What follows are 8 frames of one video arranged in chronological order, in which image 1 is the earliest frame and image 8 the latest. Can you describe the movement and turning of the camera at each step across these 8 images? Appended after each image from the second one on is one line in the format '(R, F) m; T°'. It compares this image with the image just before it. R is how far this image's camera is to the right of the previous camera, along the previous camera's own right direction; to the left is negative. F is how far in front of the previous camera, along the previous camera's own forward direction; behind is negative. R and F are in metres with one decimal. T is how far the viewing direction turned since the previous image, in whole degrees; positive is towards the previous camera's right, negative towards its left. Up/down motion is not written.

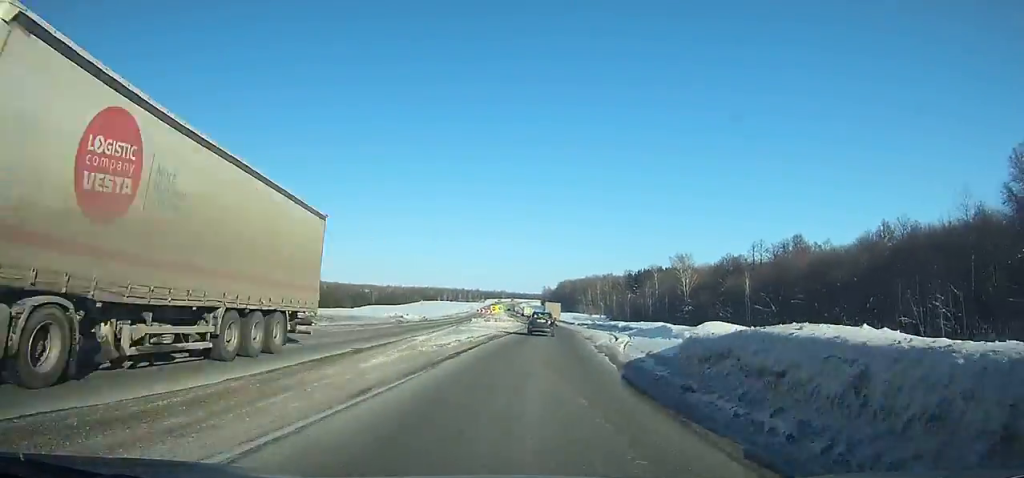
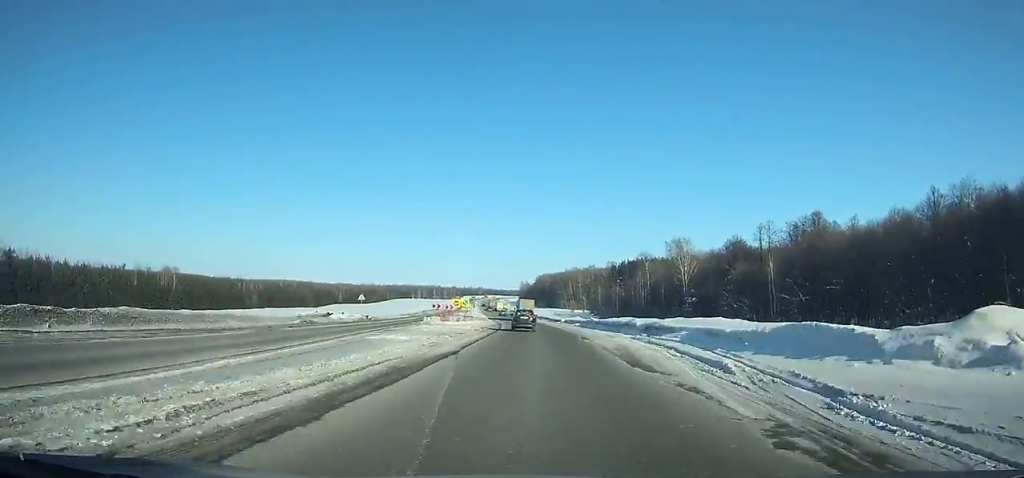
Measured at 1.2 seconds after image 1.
(0.0, +24.3) m; +1°
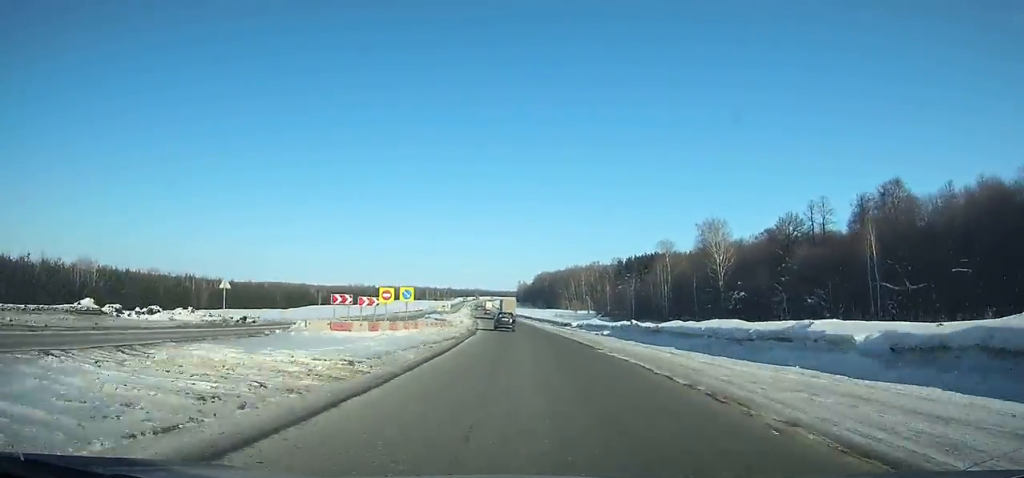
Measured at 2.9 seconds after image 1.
(+0.8, +34.9) m; 0°
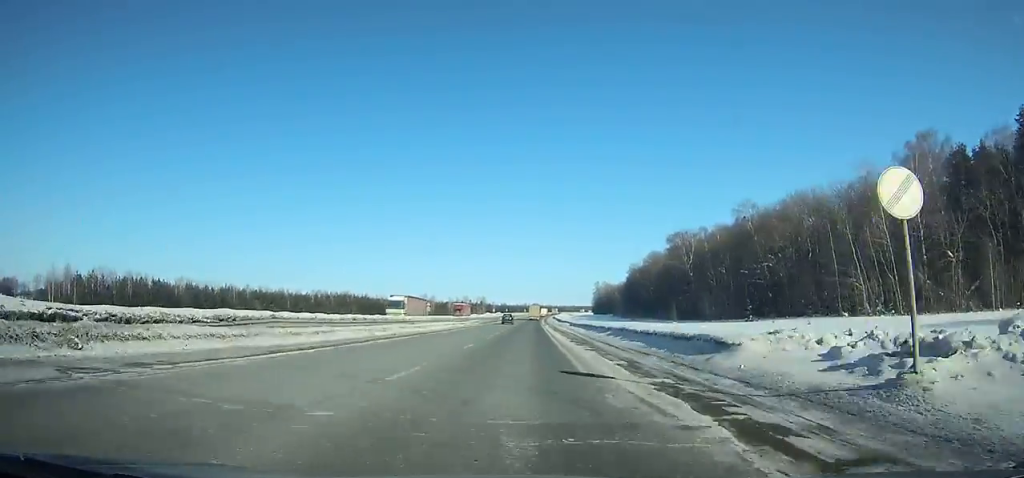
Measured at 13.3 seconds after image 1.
(-7.7, +224.2) m; -3°
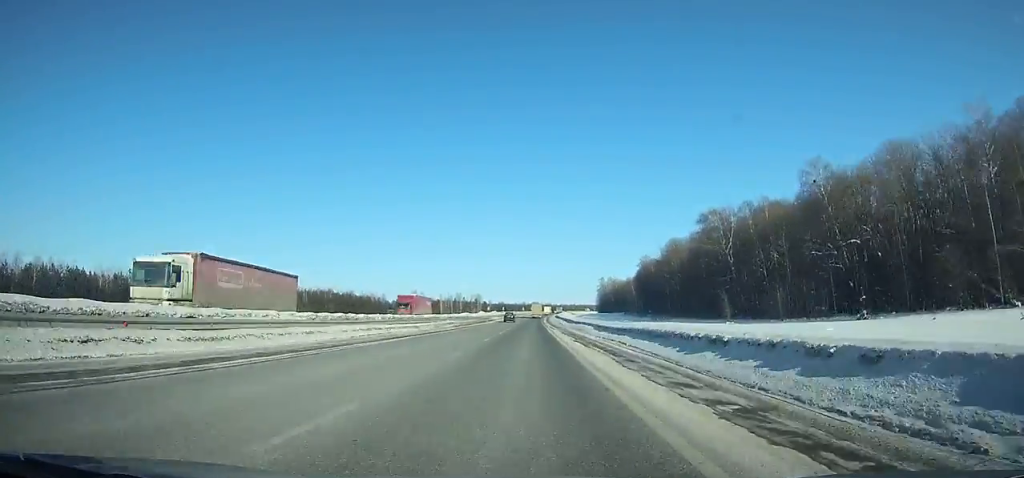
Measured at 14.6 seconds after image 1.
(-0.1, +29.7) m; 0°
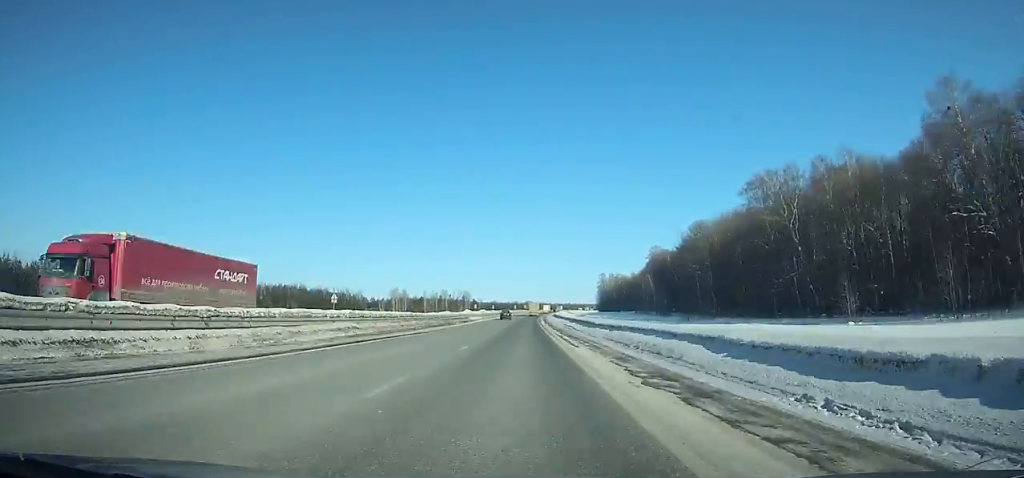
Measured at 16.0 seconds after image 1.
(-0.1, +32.0) m; 0°
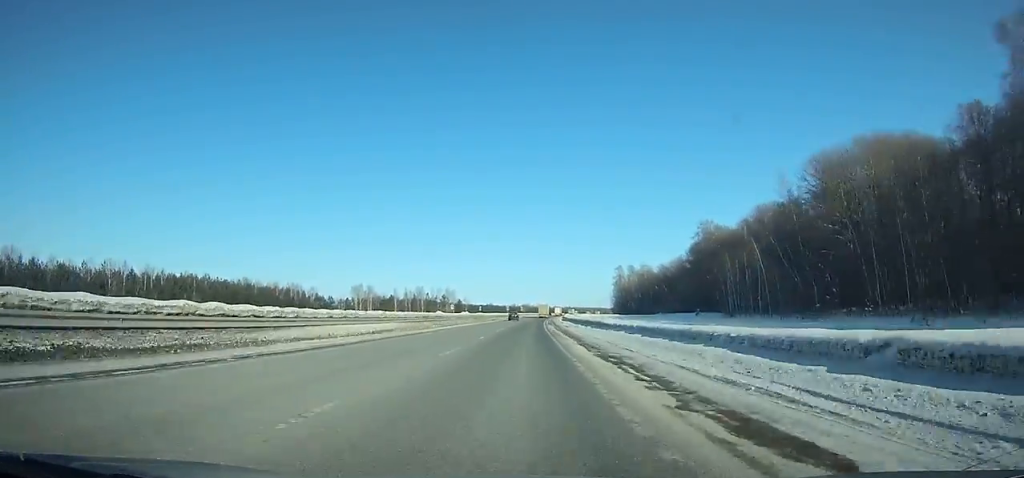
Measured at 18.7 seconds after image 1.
(+0.3, +62.4) m; +1°
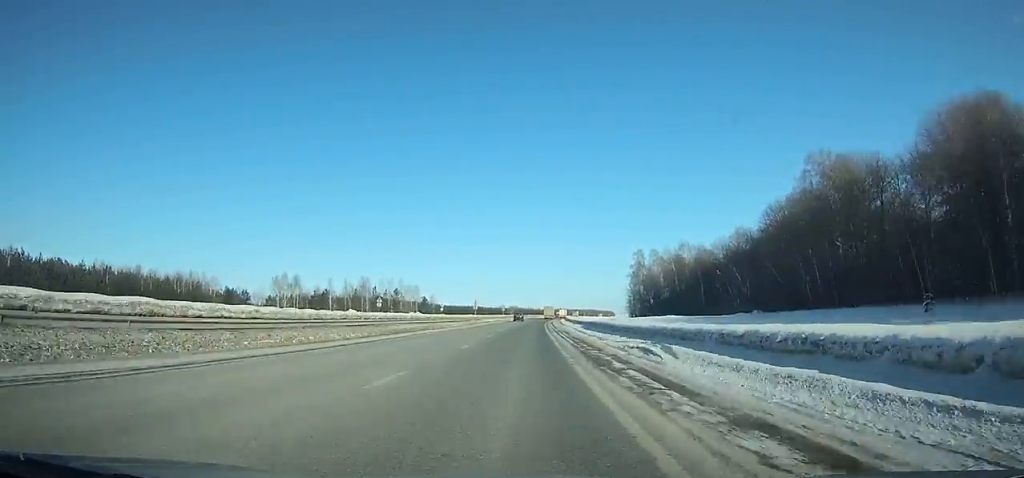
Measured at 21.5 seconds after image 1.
(+0.7, +65.0) m; +1°
